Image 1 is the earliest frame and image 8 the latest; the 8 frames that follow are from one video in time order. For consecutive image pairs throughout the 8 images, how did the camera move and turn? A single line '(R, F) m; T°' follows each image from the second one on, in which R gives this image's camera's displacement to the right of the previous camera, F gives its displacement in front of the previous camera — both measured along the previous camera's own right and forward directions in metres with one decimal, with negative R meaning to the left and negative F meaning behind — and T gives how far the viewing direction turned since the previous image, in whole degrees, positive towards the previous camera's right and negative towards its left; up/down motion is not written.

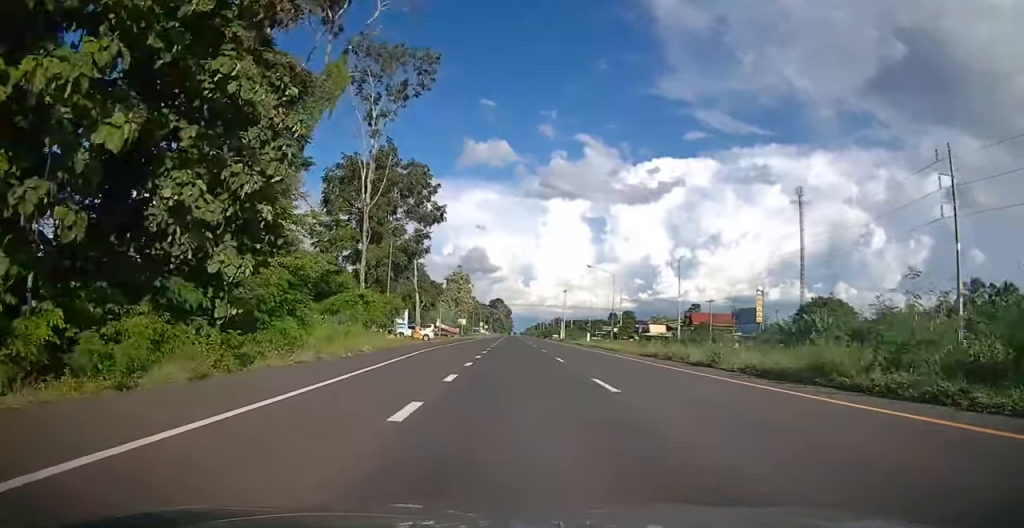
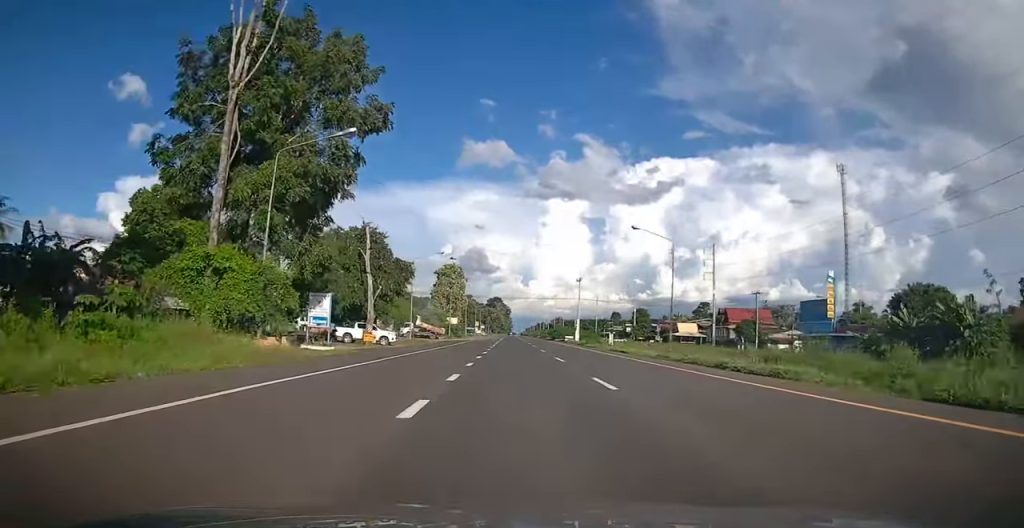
(-0.1, +23.4) m; 0°
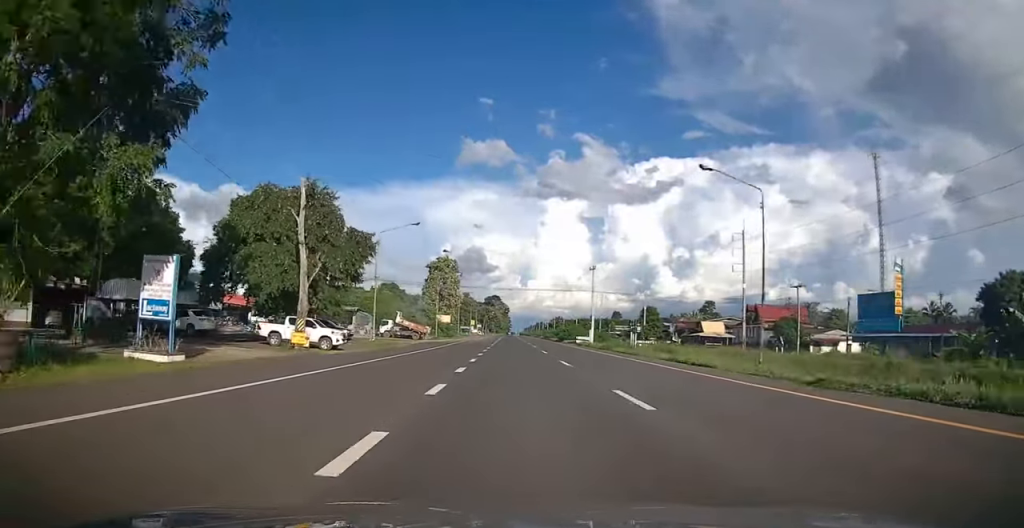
(0.0, +15.1) m; 0°
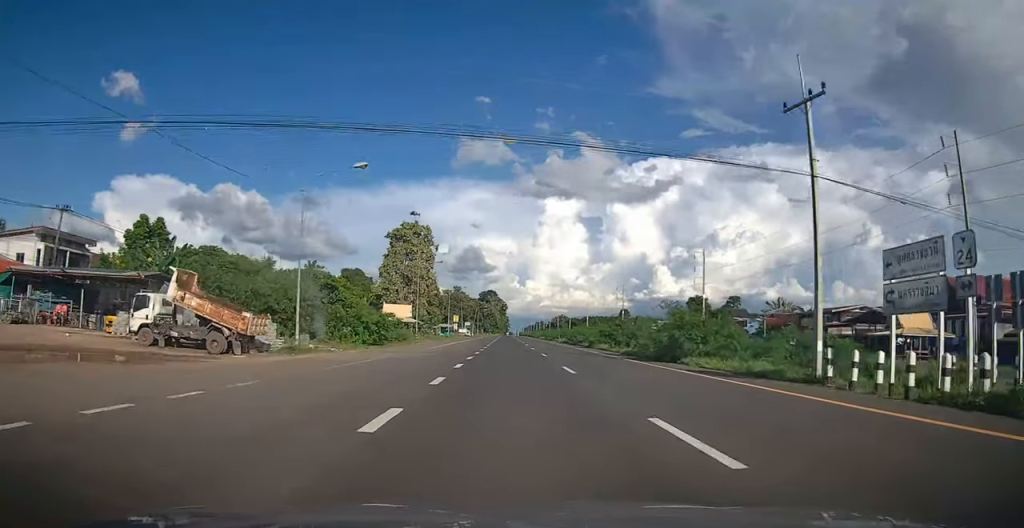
(+0.3, +51.5) m; 0°
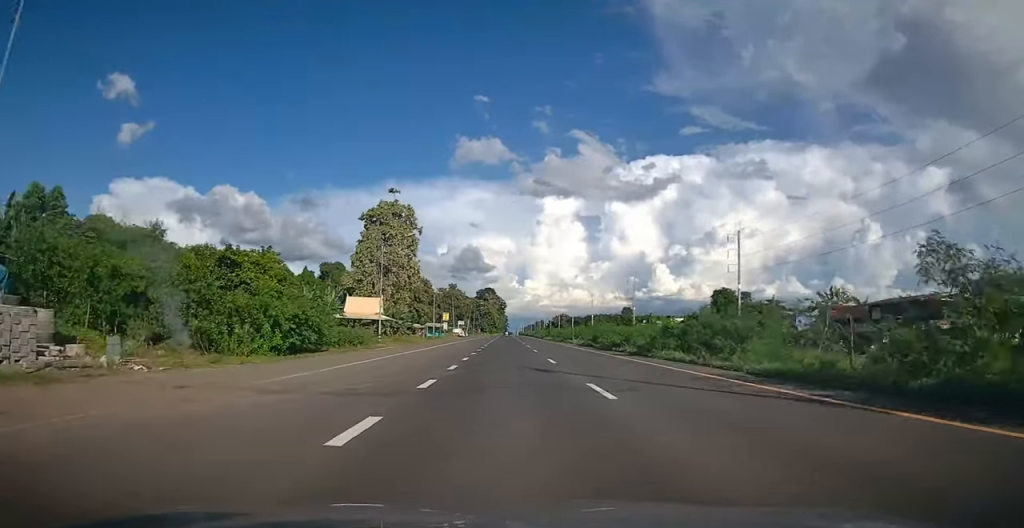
(-0.1, +18.6) m; 0°
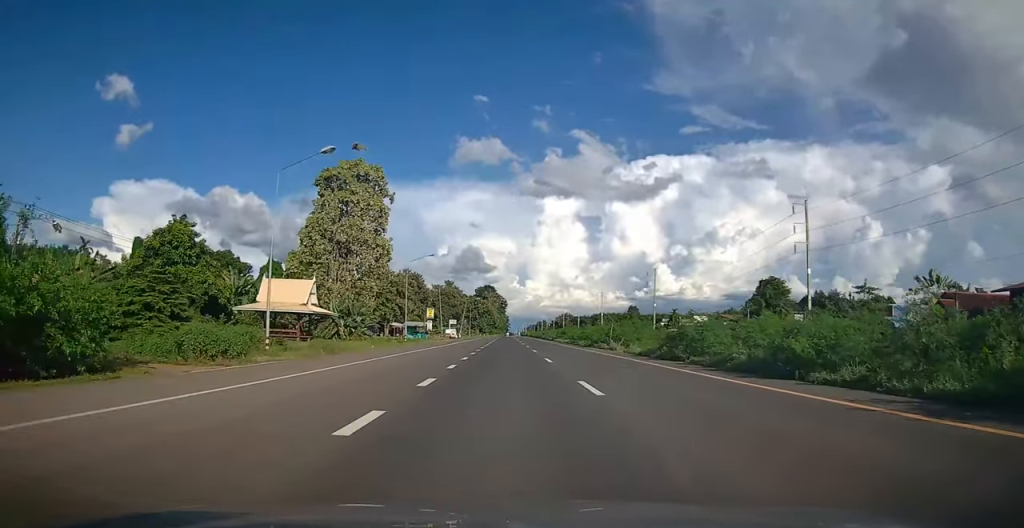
(+0.1, +23.2) m; 0°
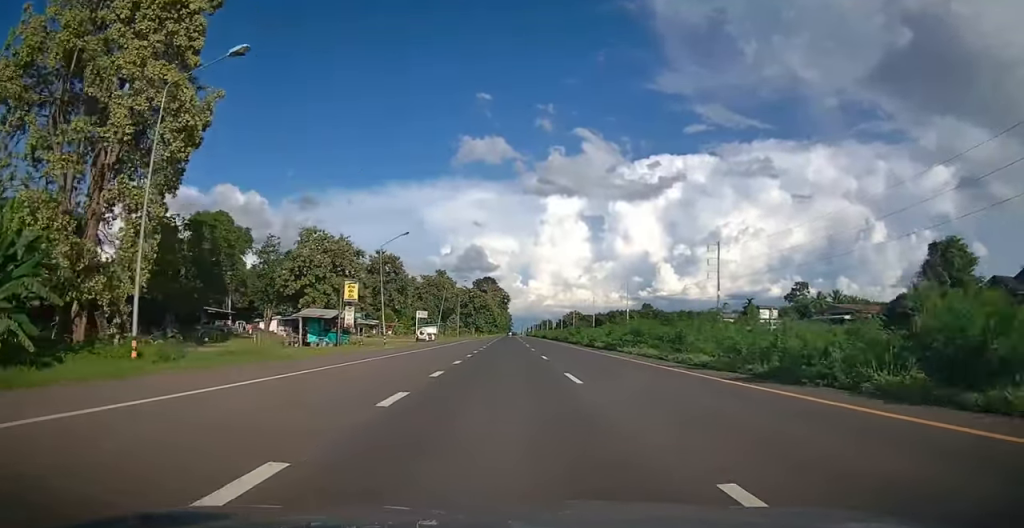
(0.0, +45.3) m; 0°
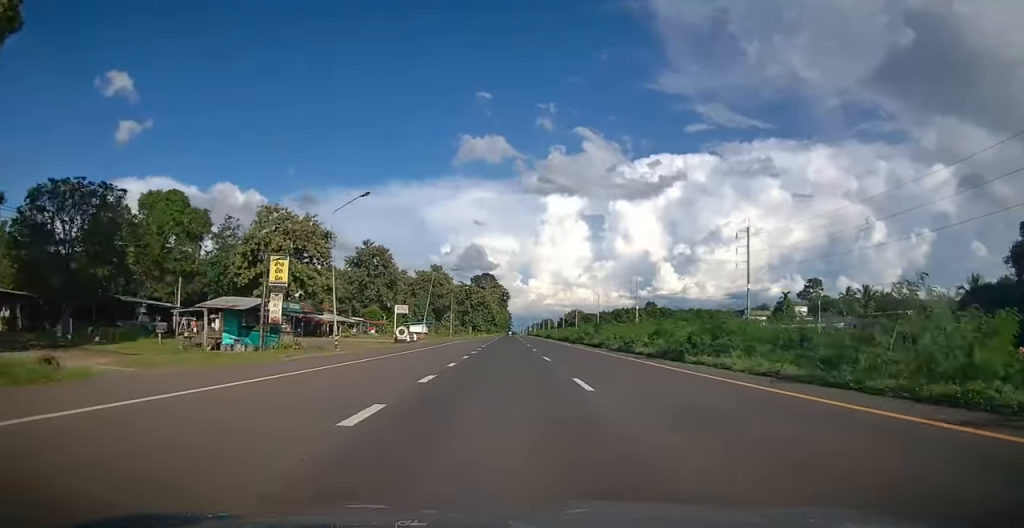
(0.0, +13.8) m; 0°
